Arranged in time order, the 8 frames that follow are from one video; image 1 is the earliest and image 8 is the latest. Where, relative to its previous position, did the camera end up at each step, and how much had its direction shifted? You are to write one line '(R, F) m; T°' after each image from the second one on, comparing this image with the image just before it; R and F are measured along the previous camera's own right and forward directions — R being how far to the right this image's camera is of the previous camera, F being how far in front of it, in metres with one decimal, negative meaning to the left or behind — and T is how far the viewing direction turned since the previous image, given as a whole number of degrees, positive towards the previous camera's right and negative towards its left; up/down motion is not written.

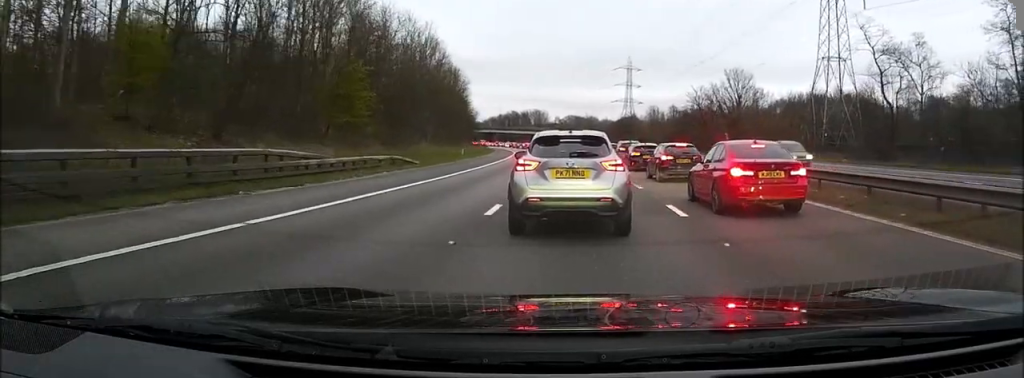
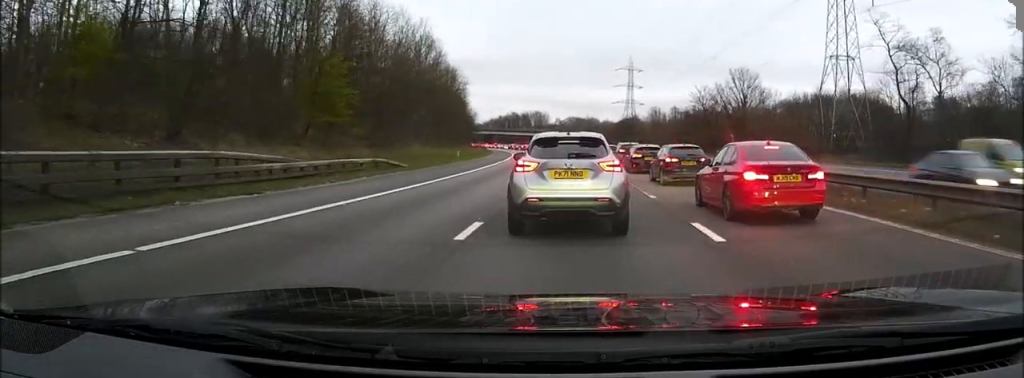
(0.0, +2.8) m; 0°
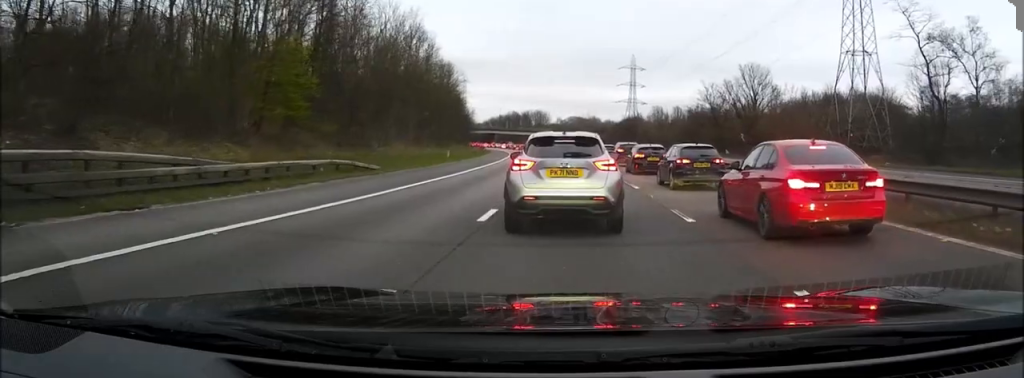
(0.0, +4.9) m; -1°
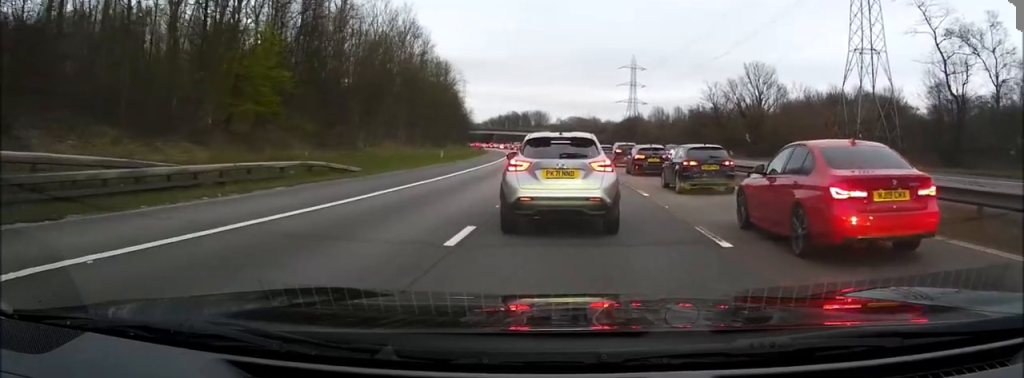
(0.0, +2.5) m; 0°
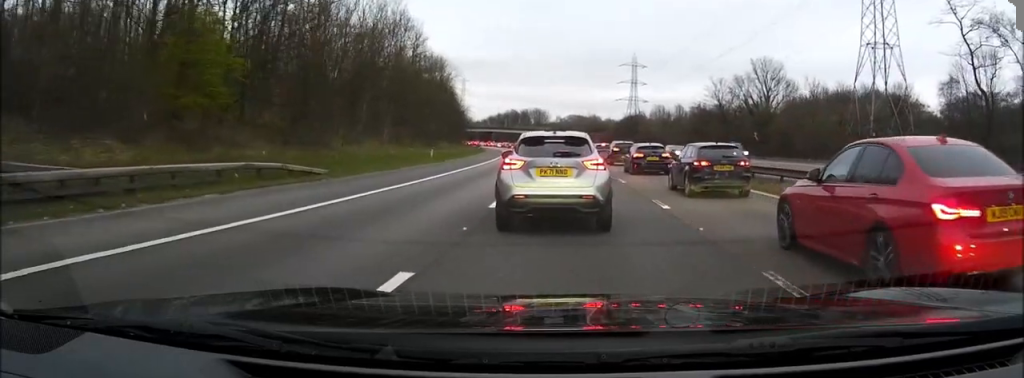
(0.0, +3.6) m; +1°
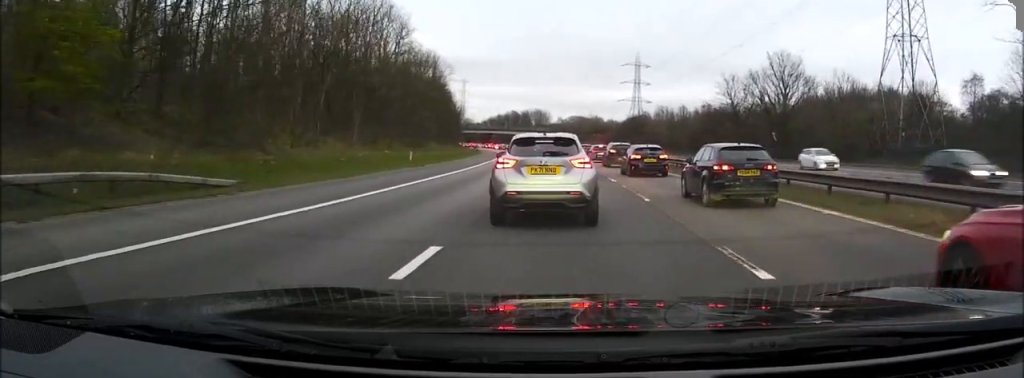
(+0.2, +6.7) m; +2°
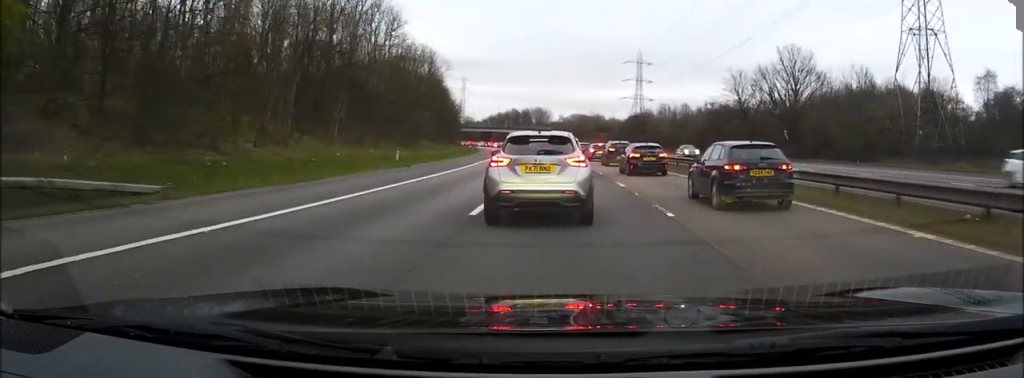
(0.0, +3.5) m; -1°
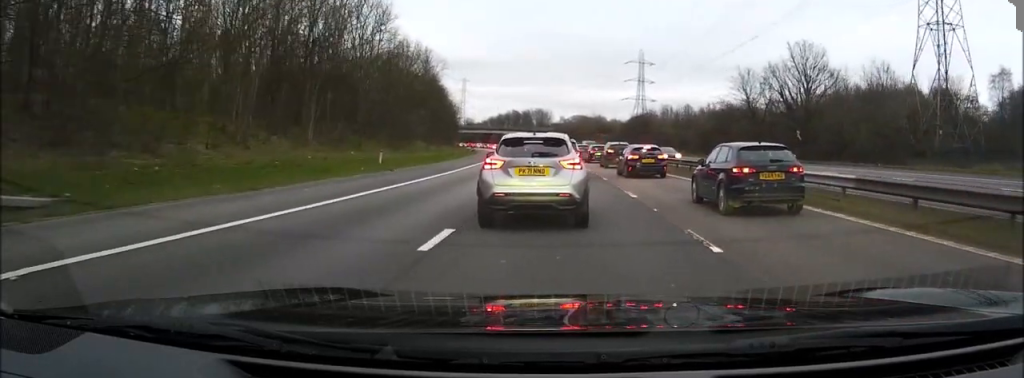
(0.0, +3.9) m; -1°
